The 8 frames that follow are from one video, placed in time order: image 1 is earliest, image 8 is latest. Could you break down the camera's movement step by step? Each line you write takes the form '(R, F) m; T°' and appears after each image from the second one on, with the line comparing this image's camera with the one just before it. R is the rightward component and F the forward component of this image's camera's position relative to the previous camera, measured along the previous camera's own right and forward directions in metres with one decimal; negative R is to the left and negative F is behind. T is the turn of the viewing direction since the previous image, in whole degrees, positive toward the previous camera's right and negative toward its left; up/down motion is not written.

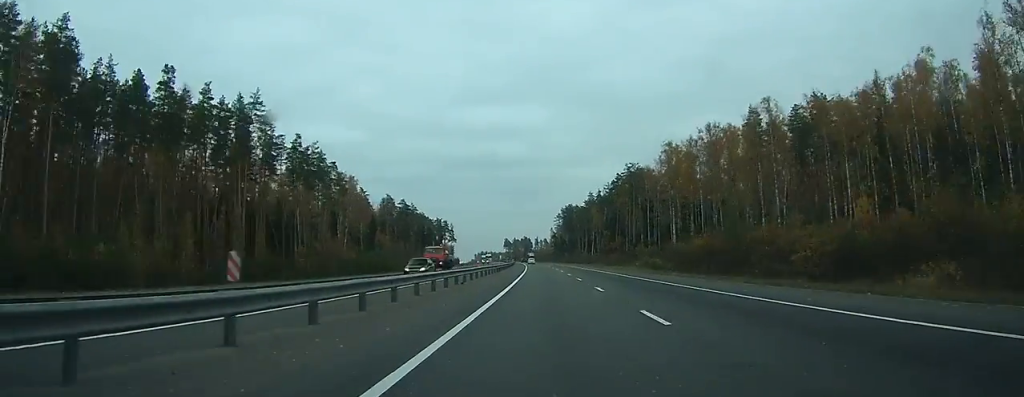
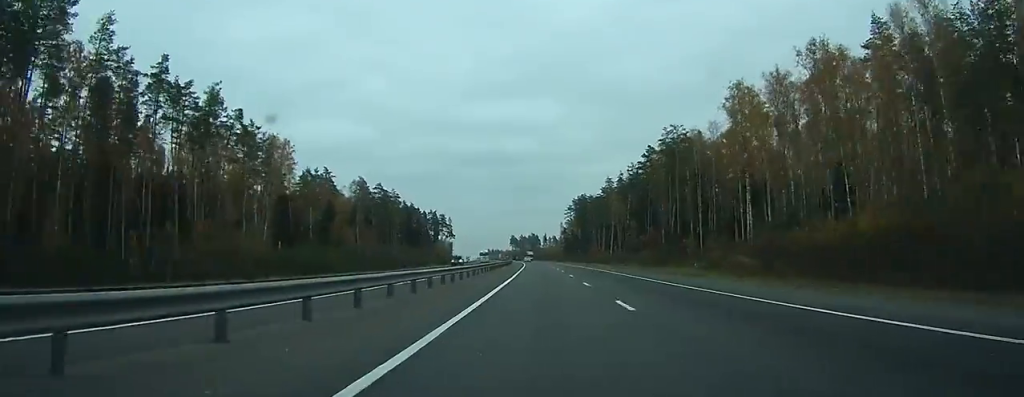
(-0.3, +47.0) m; -1°
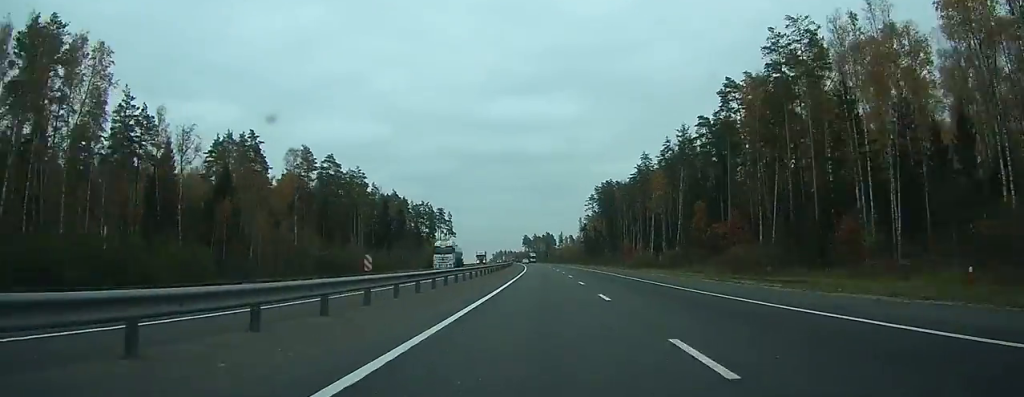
(-0.6, +56.7) m; -1°
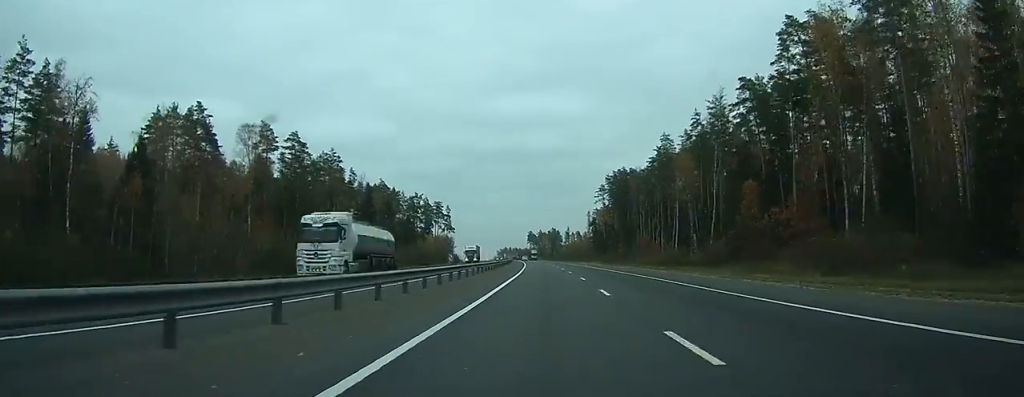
(-0.1, +23.2) m; -1°
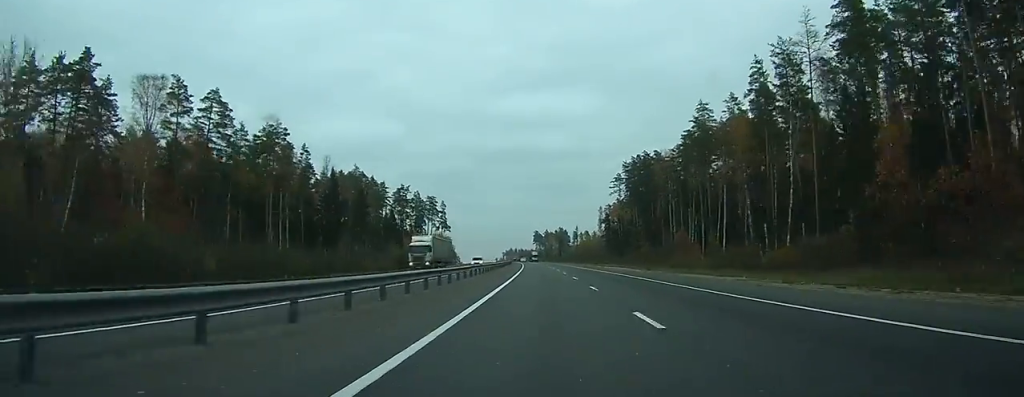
(-0.2, +31.4) m; -1°
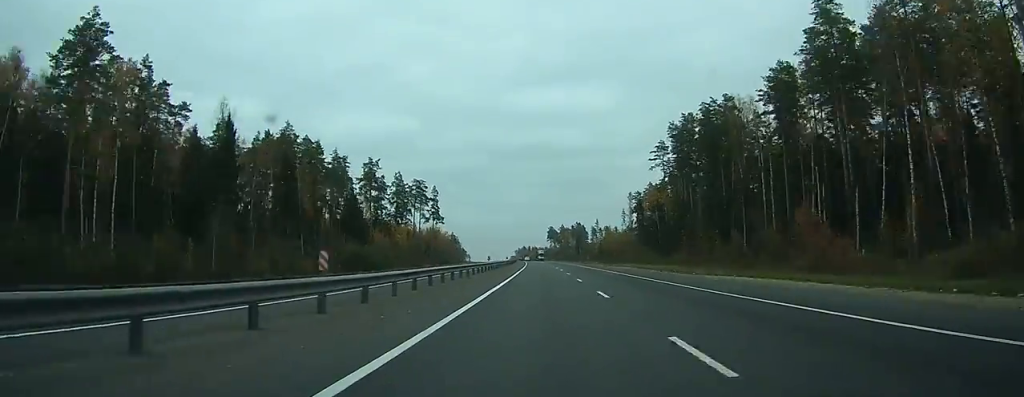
(-0.6, +50.4) m; -1°
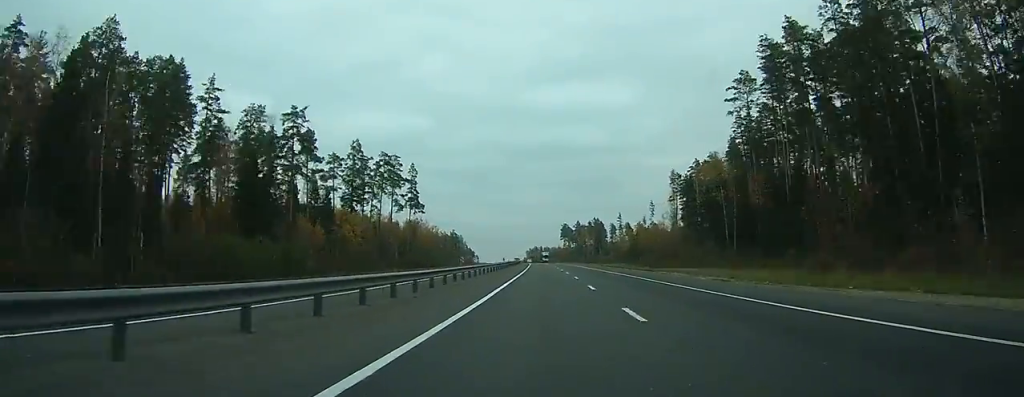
(-0.6, +55.8) m; -1°
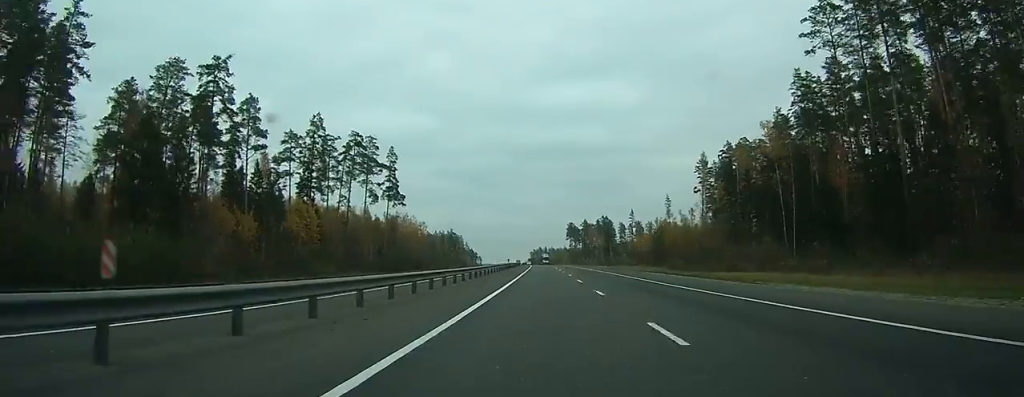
(-0.2, +28.5) m; -1°
